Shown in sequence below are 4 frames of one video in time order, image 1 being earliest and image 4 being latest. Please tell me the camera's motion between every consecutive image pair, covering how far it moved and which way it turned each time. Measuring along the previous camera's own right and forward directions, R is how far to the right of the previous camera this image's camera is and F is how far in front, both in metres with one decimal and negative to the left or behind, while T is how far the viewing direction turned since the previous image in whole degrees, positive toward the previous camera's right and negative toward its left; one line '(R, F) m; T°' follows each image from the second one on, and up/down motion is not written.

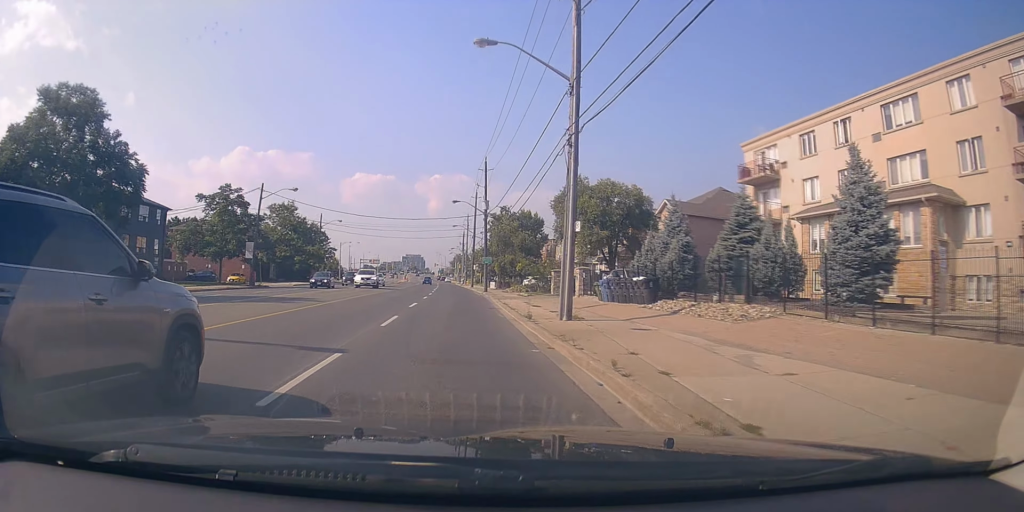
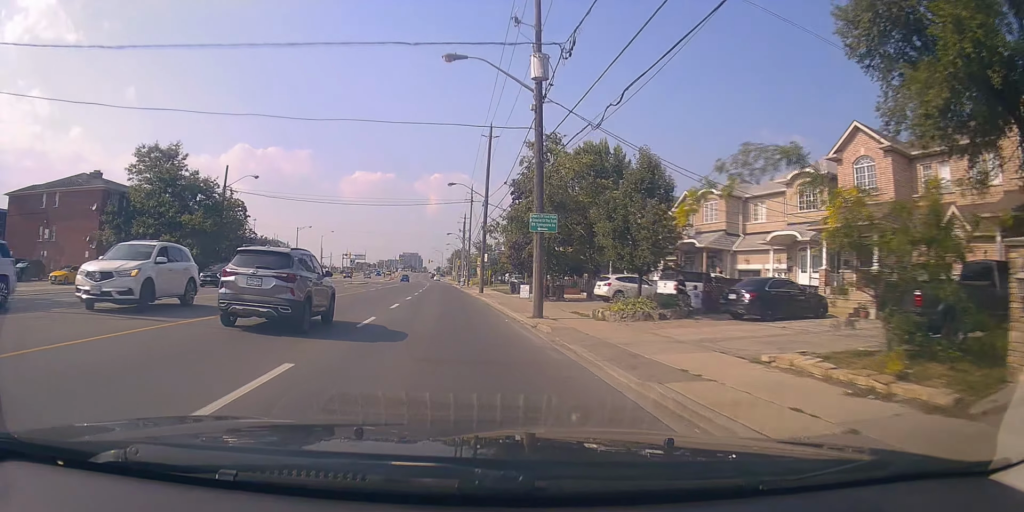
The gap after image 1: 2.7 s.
(+0.6, +37.4) m; +2°
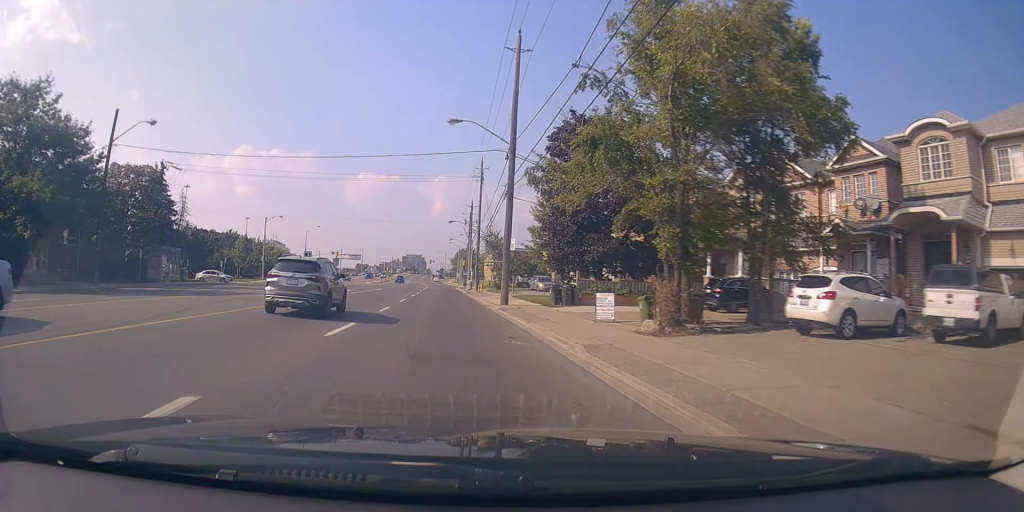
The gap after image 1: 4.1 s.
(-0.3, +20.0) m; -3°
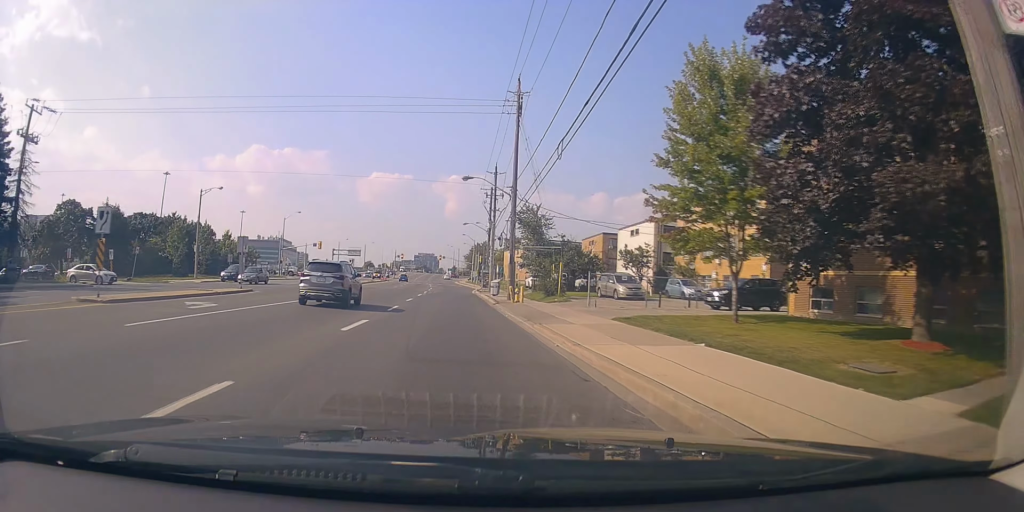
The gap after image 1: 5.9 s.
(-0.8, +26.2) m; 0°
